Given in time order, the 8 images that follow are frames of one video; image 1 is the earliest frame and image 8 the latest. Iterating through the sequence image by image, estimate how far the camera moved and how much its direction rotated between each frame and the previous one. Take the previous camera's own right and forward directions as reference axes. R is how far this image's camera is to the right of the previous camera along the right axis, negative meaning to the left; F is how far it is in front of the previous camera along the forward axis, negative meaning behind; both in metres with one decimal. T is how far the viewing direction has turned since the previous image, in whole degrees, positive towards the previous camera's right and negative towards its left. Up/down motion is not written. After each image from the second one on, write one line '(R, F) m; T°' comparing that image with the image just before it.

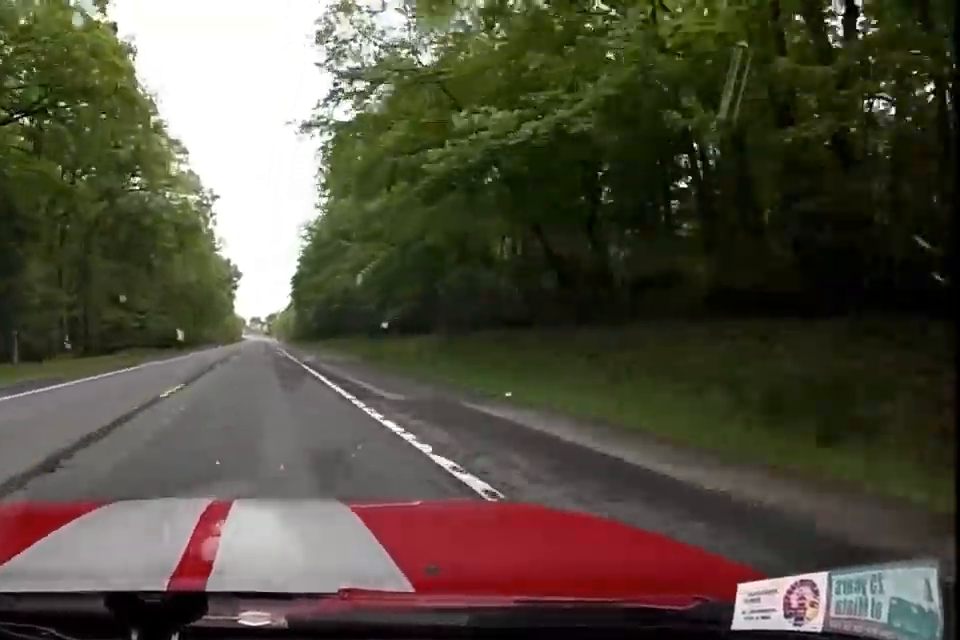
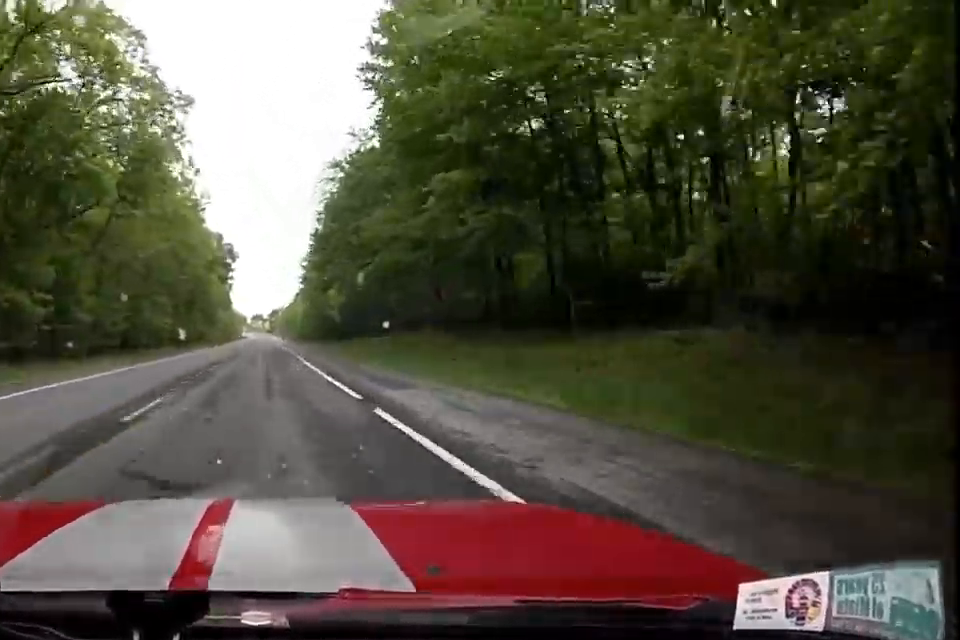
(0.0, +27.3) m; 0°
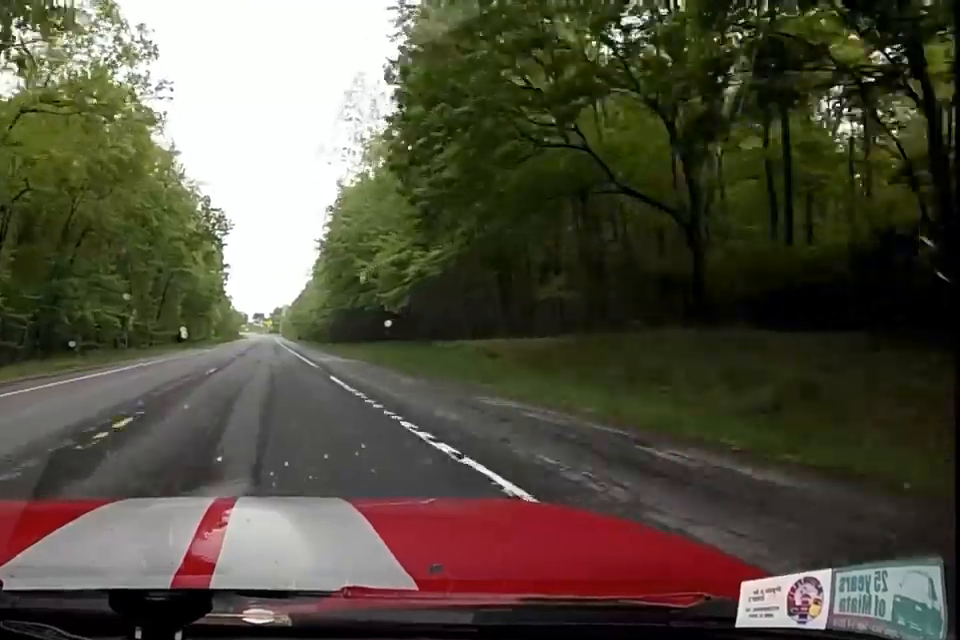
(0.0, +27.2) m; 0°
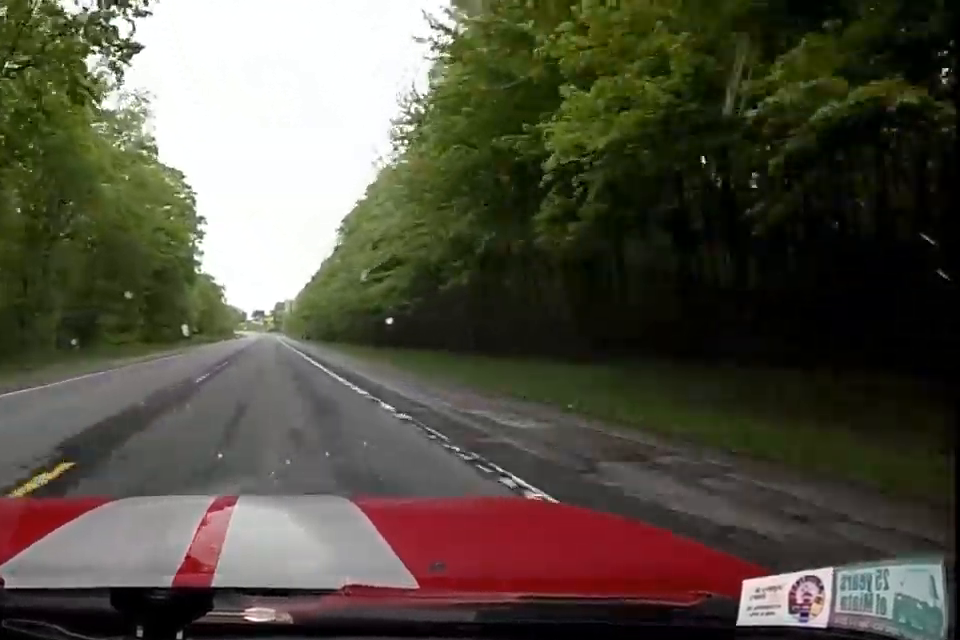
(0.0, +52.3) m; 0°
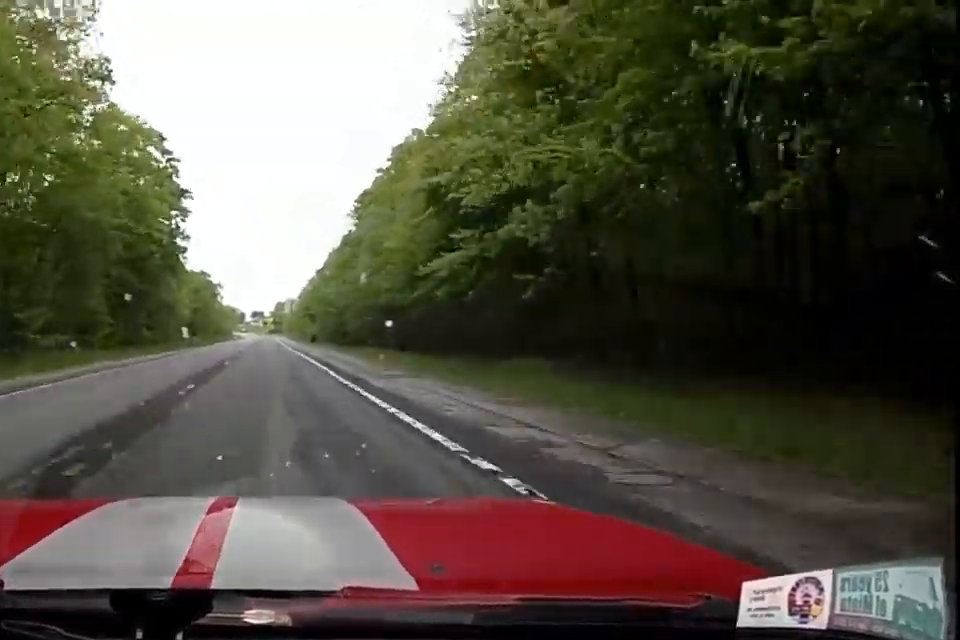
(0.0, +15.3) m; 0°
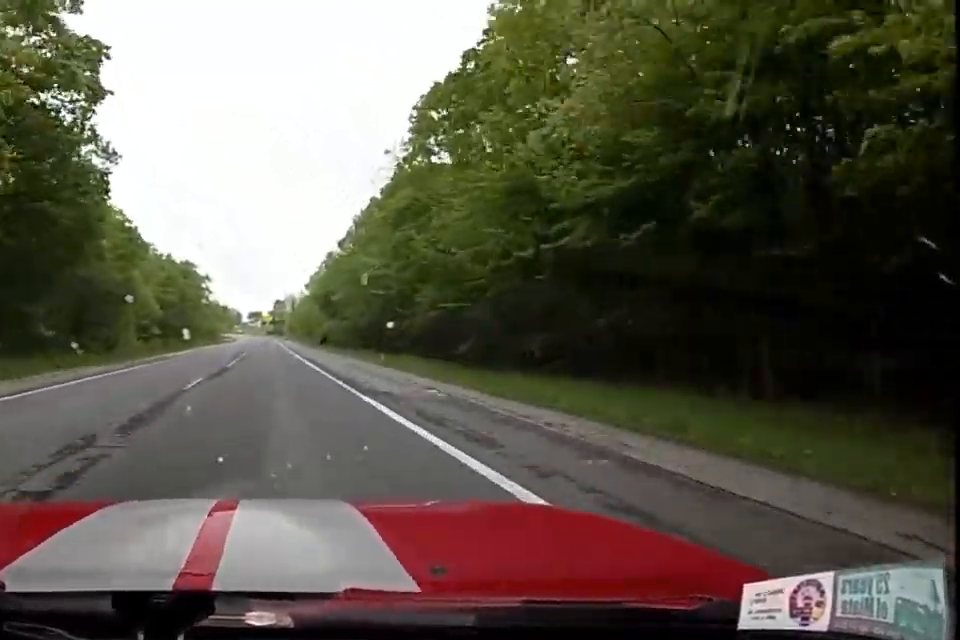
(0.0, +33.9) m; 0°
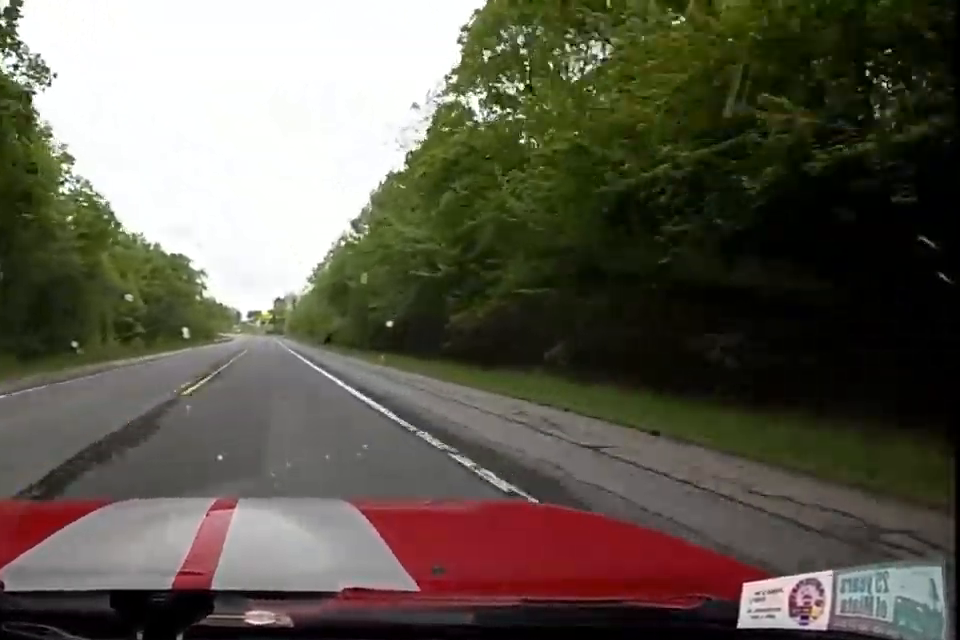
(-0.1, +12.4) m; 0°
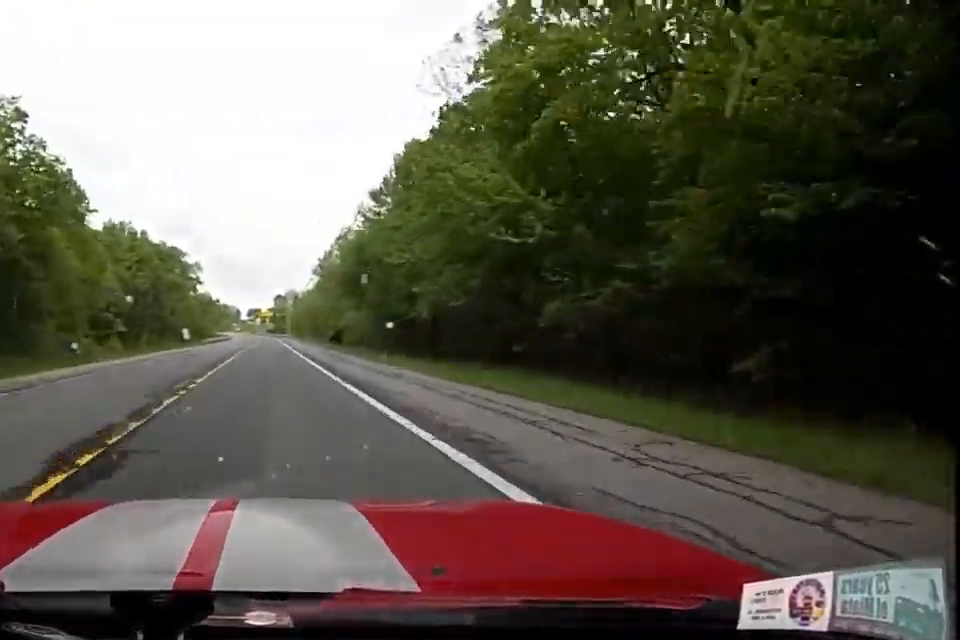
(0.0, +11.5) m; 0°
